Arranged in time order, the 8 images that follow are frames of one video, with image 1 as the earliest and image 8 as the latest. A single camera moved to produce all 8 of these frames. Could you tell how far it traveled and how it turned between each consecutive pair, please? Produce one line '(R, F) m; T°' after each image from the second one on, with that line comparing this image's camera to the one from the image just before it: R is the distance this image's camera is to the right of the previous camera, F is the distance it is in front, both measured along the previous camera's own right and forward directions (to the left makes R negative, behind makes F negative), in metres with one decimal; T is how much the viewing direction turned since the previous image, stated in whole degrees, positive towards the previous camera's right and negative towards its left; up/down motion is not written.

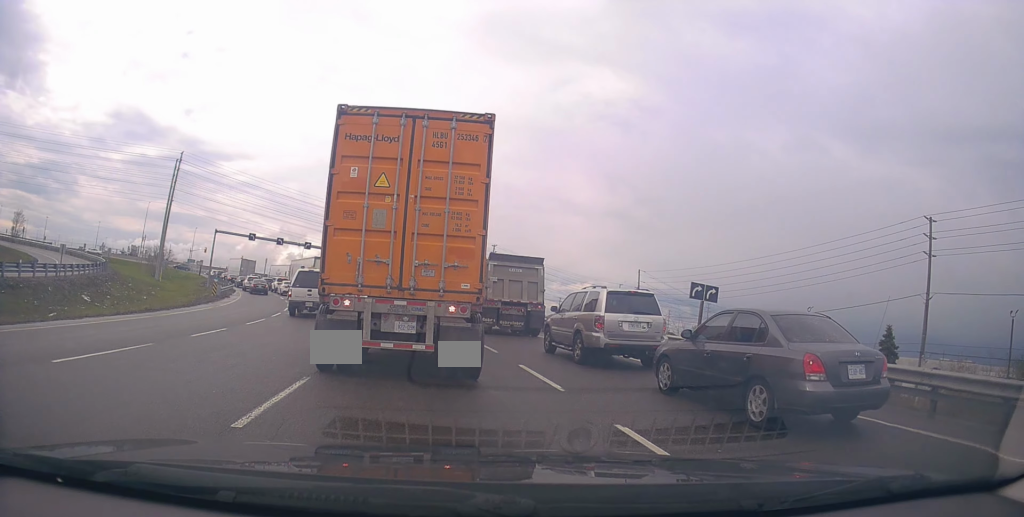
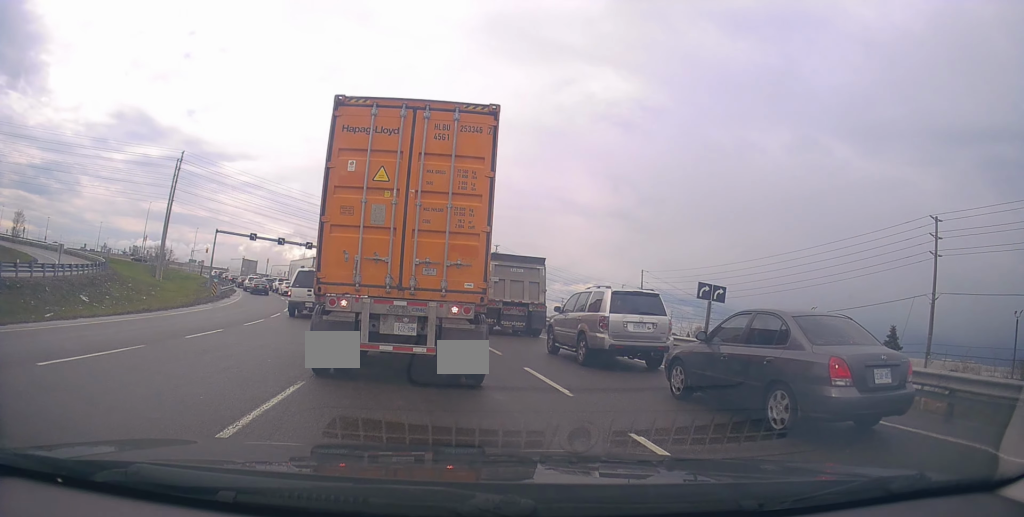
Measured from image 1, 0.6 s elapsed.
(+0.1, +0.6) m; 0°
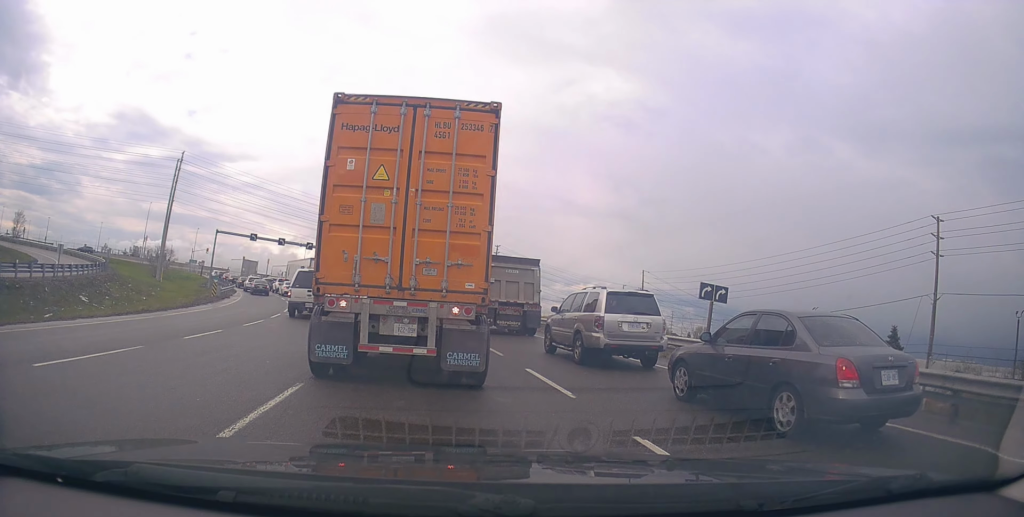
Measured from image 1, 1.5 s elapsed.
(0.0, +0.3) m; 0°
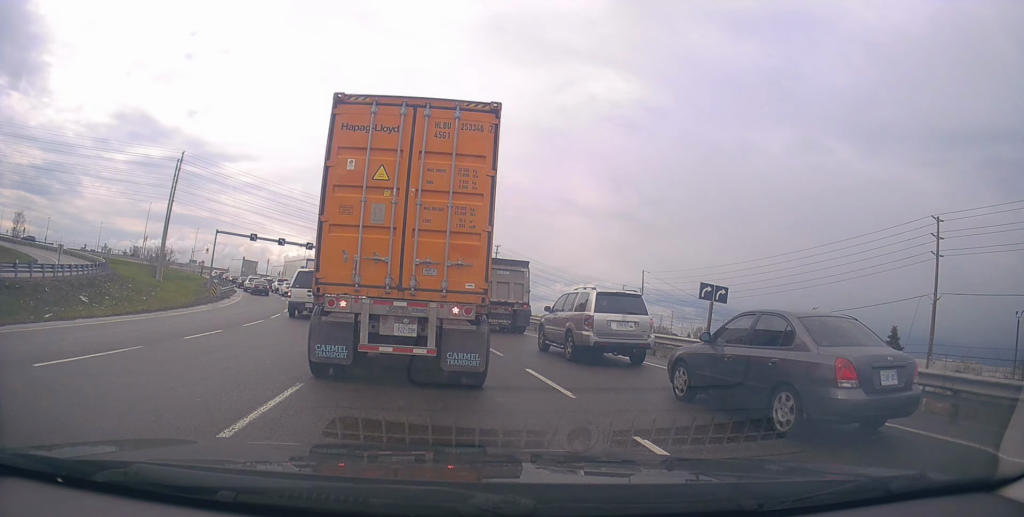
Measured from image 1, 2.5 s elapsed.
(0.0, +0.1) m; 0°
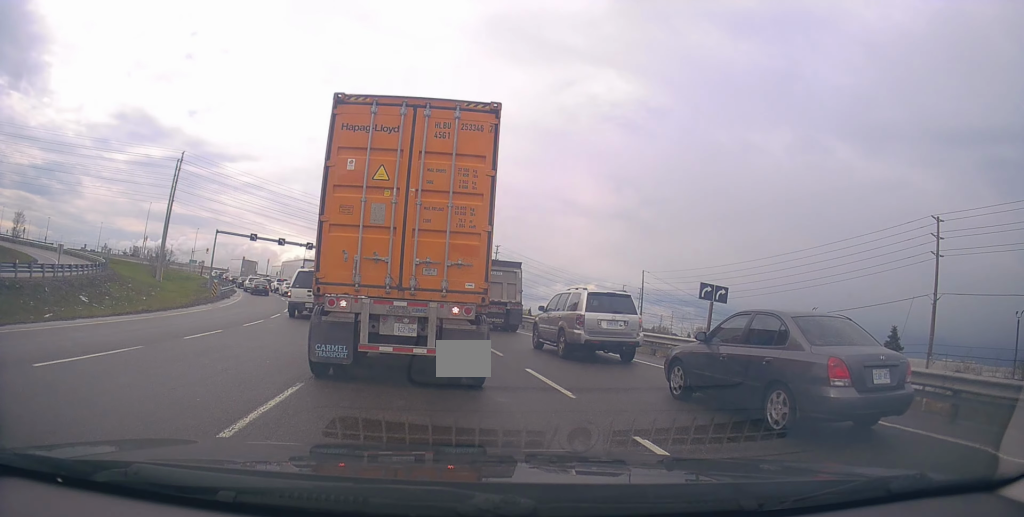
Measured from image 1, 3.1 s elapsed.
(0.0, 0.0) m; 0°
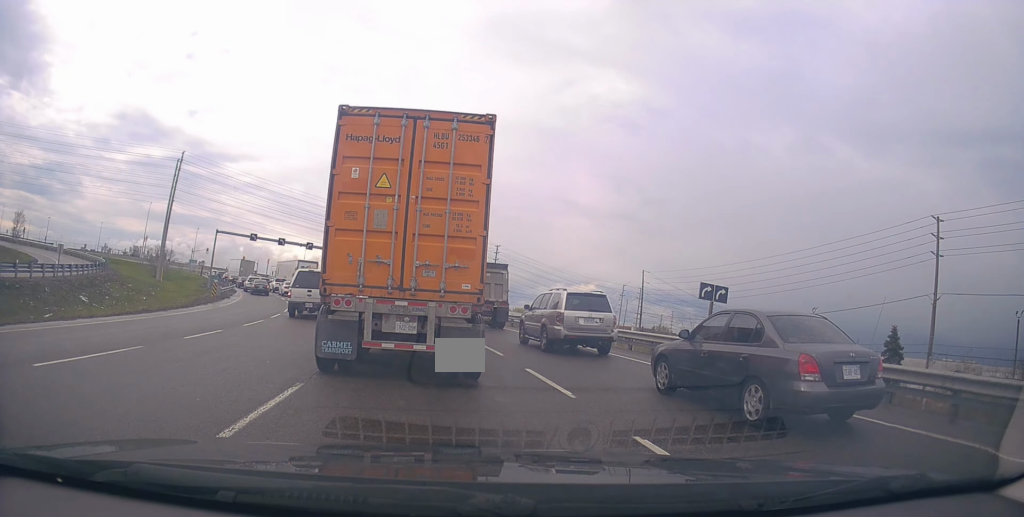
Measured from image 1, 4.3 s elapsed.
(0.0, 0.0) m; 0°
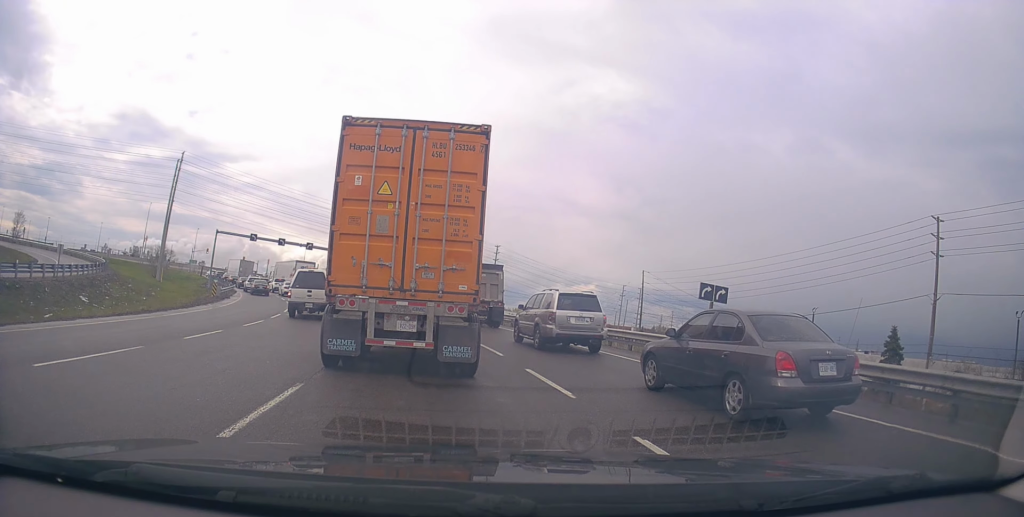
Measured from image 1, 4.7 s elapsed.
(0.0, 0.0) m; 0°
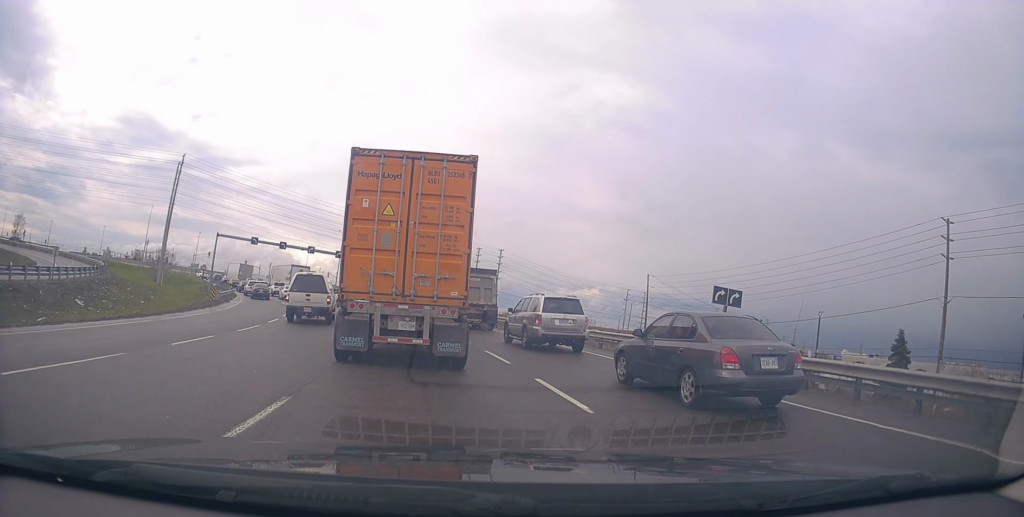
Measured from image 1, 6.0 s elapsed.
(-0.2, +0.6) m; -4°
